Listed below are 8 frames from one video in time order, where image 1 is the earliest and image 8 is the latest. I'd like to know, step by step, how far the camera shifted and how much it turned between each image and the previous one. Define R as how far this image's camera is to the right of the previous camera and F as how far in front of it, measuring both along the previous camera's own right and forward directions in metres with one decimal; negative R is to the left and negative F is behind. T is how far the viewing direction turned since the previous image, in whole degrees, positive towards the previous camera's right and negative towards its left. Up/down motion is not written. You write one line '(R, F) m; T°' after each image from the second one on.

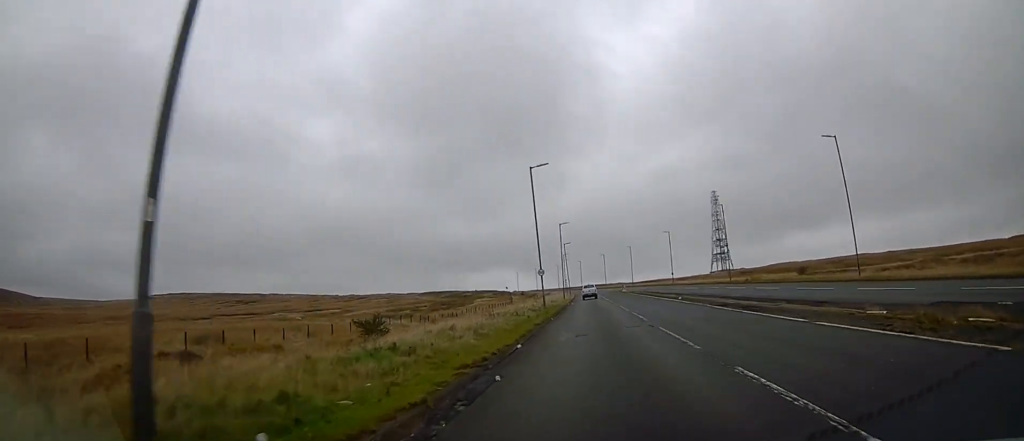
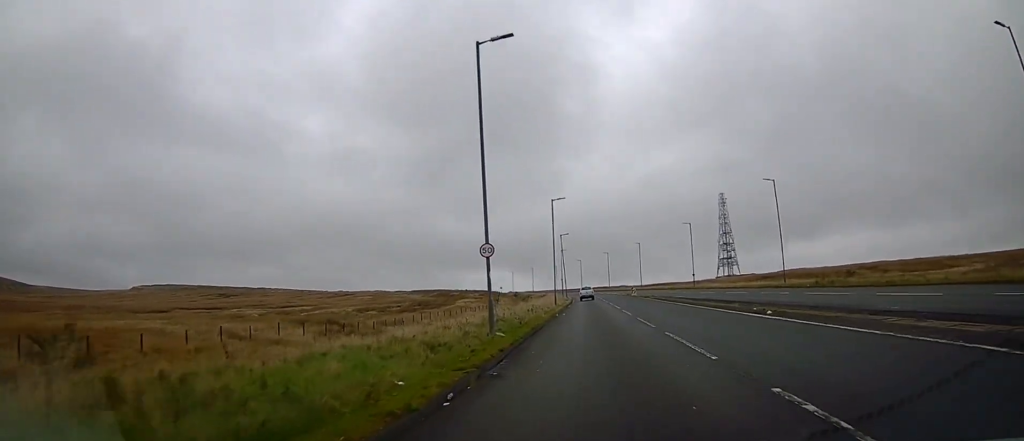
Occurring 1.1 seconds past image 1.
(0.0, +20.1) m; +1°
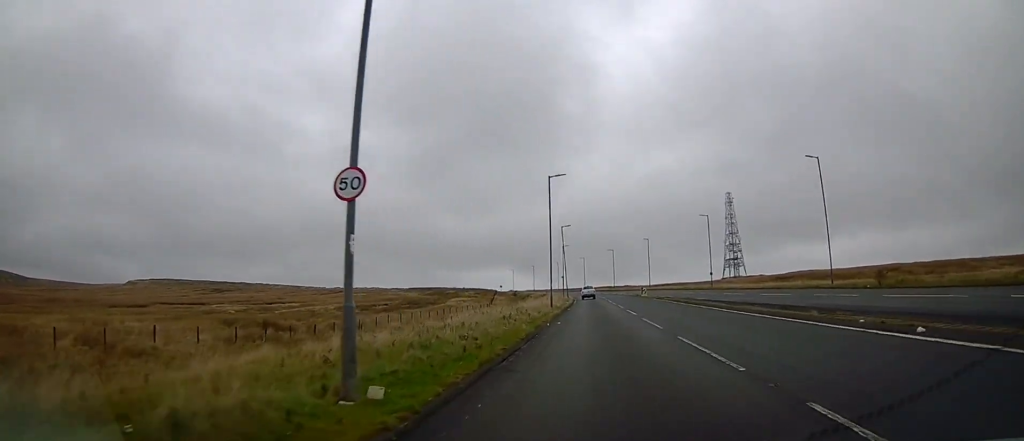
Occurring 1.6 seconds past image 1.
(+0.1, +10.0) m; 0°
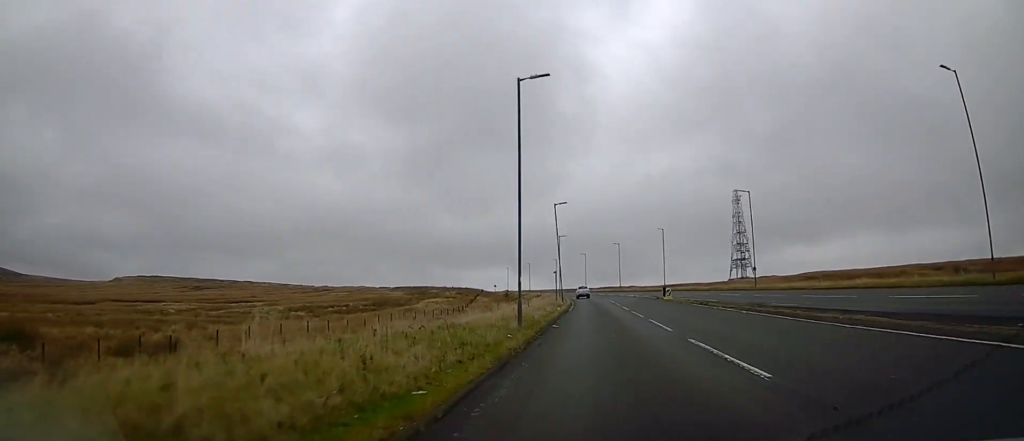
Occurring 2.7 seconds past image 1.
(-0.2, +19.5) m; -1°
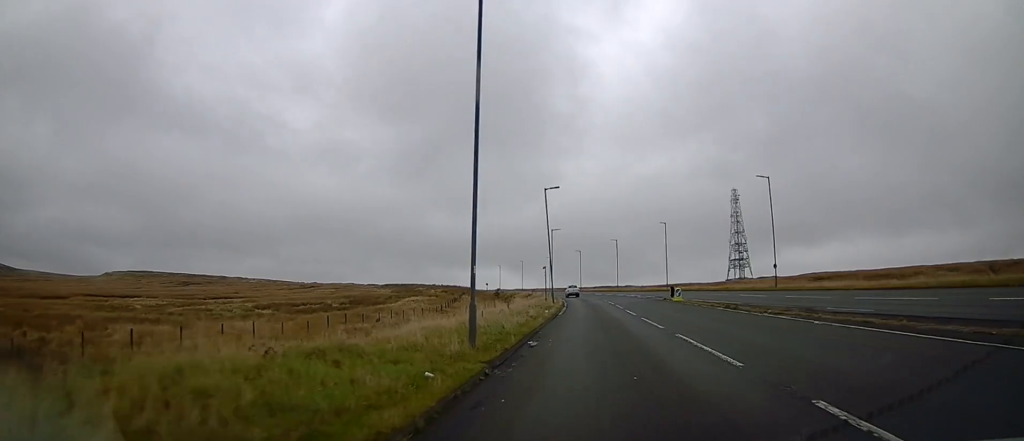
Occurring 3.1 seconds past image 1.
(-0.1, +7.8) m; 0°
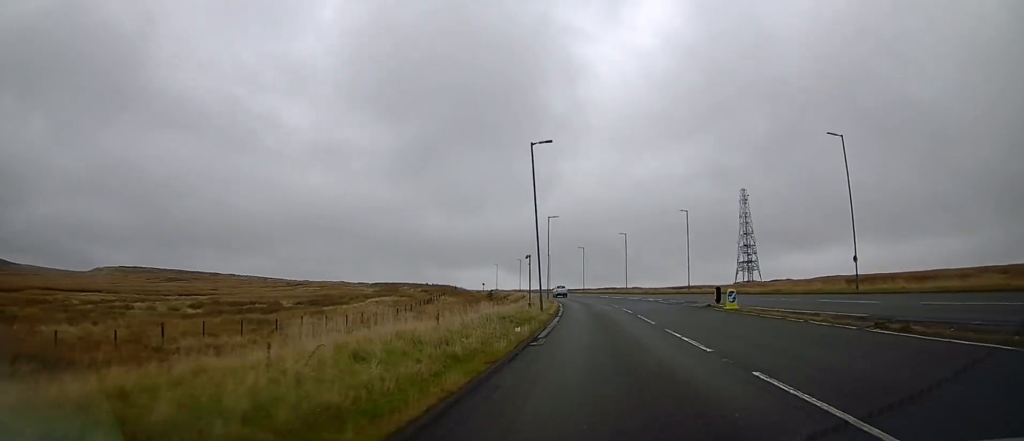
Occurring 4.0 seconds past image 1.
(+0.2, +15.1) m; 0°
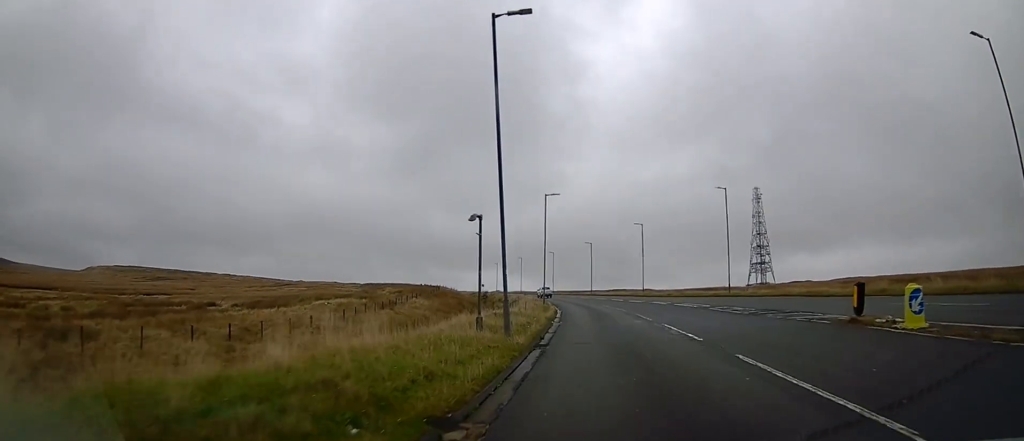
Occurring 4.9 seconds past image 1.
(-0.3, +16.0) m; 0°
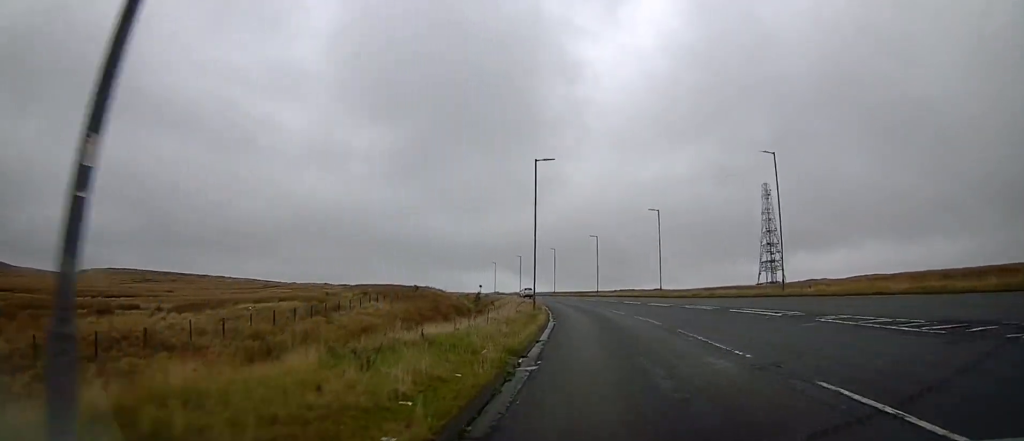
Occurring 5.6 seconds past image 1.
(+0.2, +13.3) m; 0°
